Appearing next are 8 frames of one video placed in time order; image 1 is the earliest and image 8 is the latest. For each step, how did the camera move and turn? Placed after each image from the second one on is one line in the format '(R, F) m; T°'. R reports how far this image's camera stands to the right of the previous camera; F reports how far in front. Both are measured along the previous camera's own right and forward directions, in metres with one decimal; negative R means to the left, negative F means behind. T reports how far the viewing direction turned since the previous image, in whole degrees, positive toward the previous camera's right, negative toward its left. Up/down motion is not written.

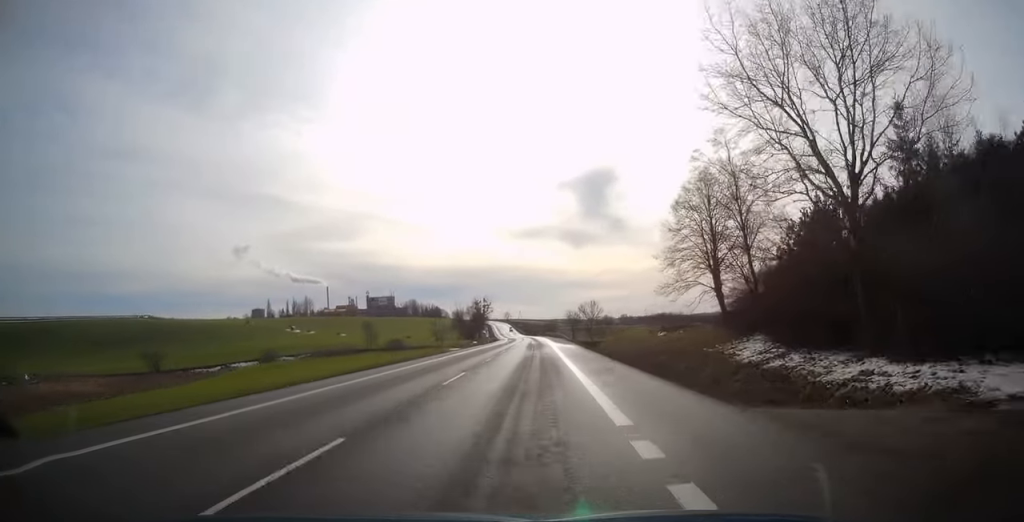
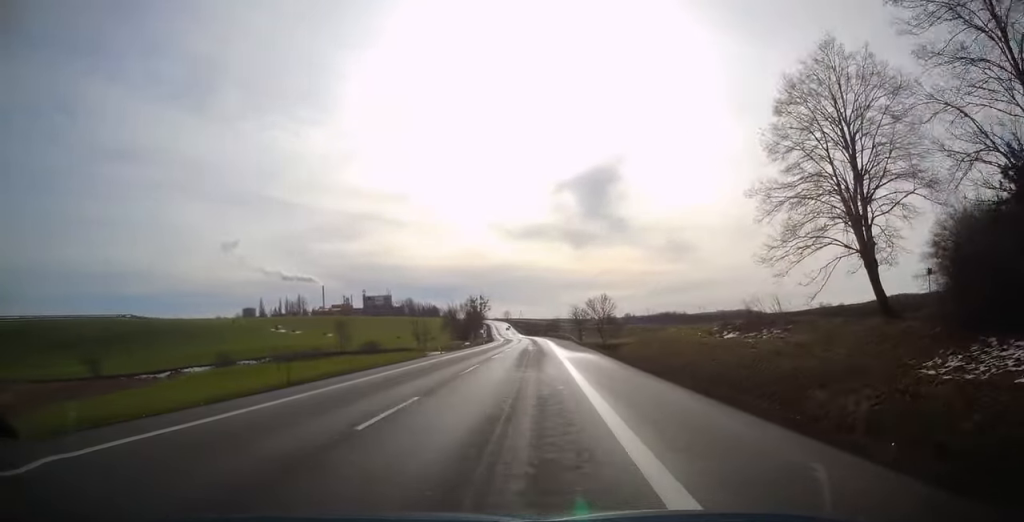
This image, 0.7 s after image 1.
(0.0, +19.4) m; 0°
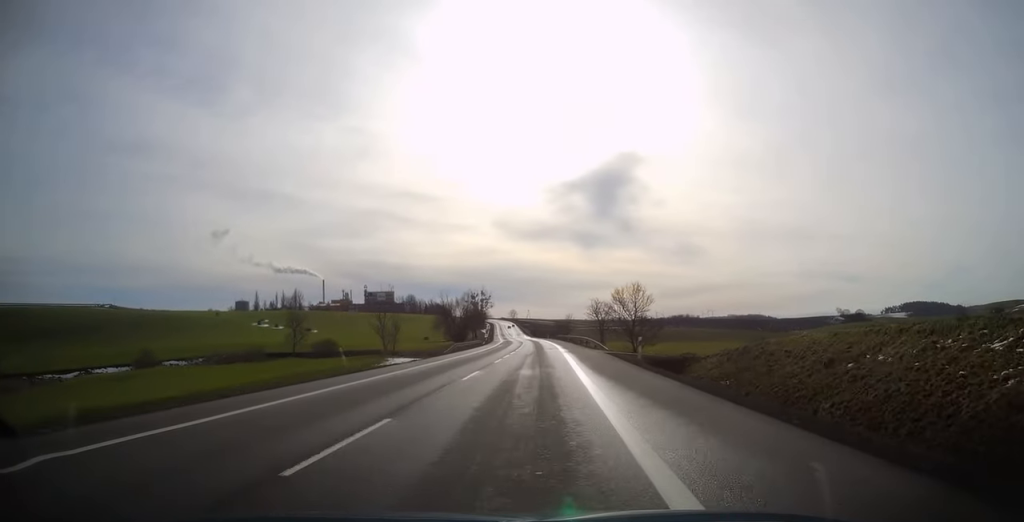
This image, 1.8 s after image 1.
(-0.1, +27.4) m; -1°
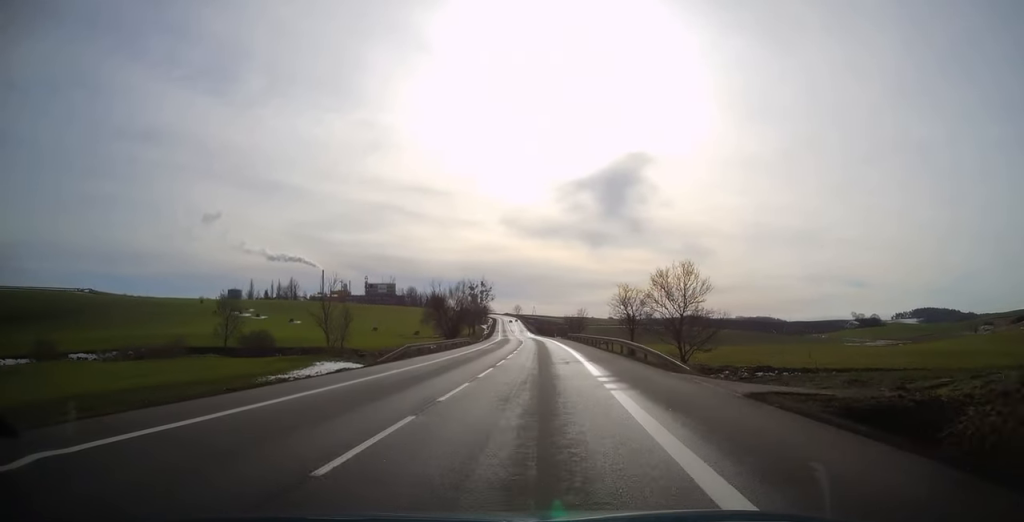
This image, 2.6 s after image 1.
(-0.1, +22.9) m; -1°
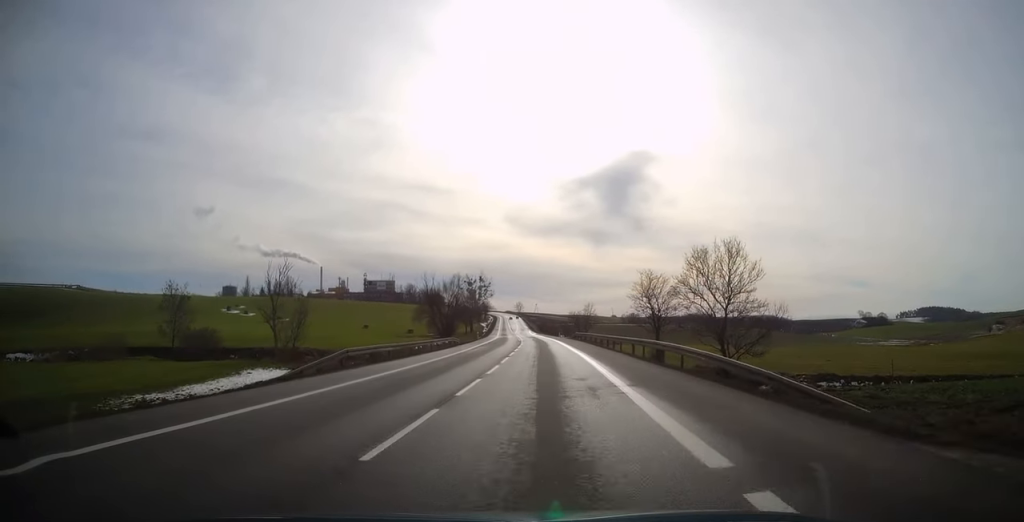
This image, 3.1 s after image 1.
(0.0, +11.9) m; 0°
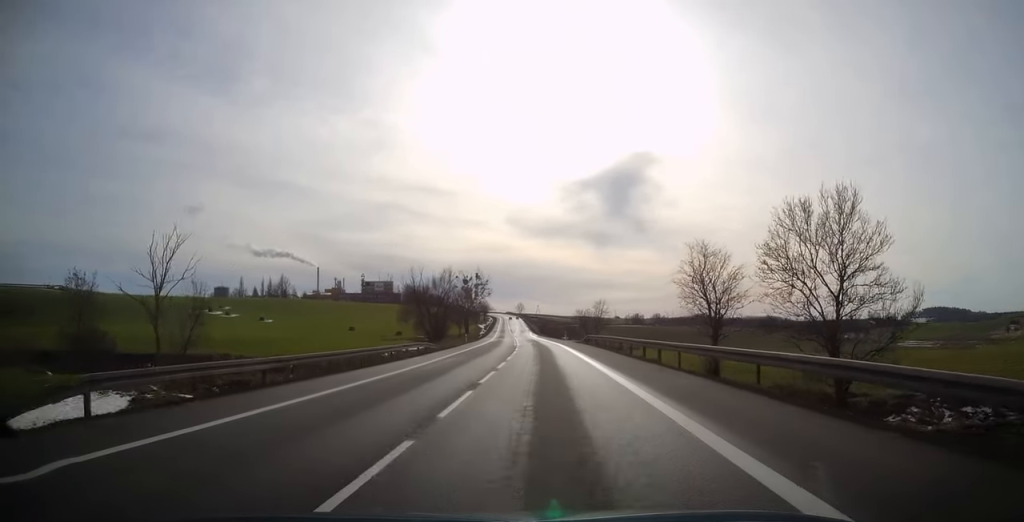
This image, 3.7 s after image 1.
(-0.1, +15.5) m; 0°
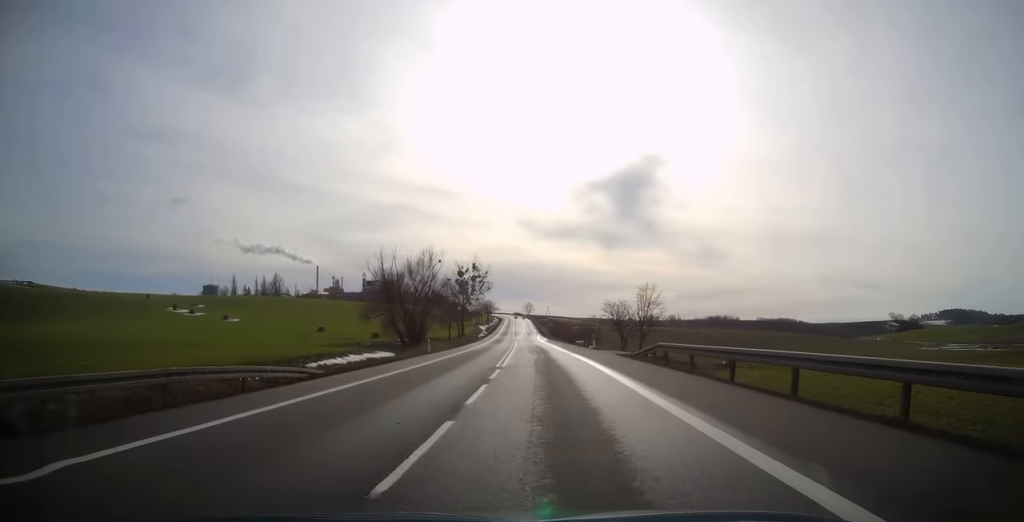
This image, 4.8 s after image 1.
(-0.2, +29.6) m; -1°
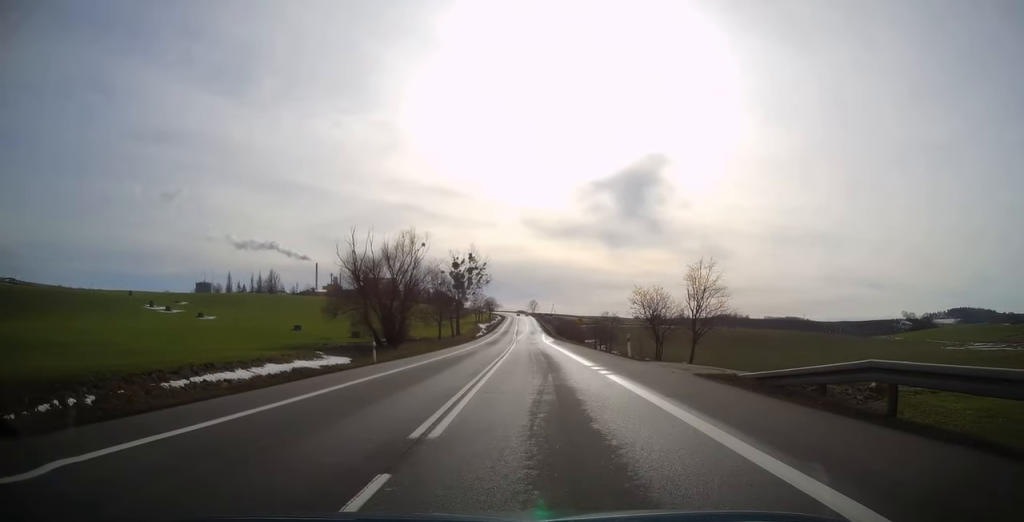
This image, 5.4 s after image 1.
(0.0, +15.9) m; 0°
